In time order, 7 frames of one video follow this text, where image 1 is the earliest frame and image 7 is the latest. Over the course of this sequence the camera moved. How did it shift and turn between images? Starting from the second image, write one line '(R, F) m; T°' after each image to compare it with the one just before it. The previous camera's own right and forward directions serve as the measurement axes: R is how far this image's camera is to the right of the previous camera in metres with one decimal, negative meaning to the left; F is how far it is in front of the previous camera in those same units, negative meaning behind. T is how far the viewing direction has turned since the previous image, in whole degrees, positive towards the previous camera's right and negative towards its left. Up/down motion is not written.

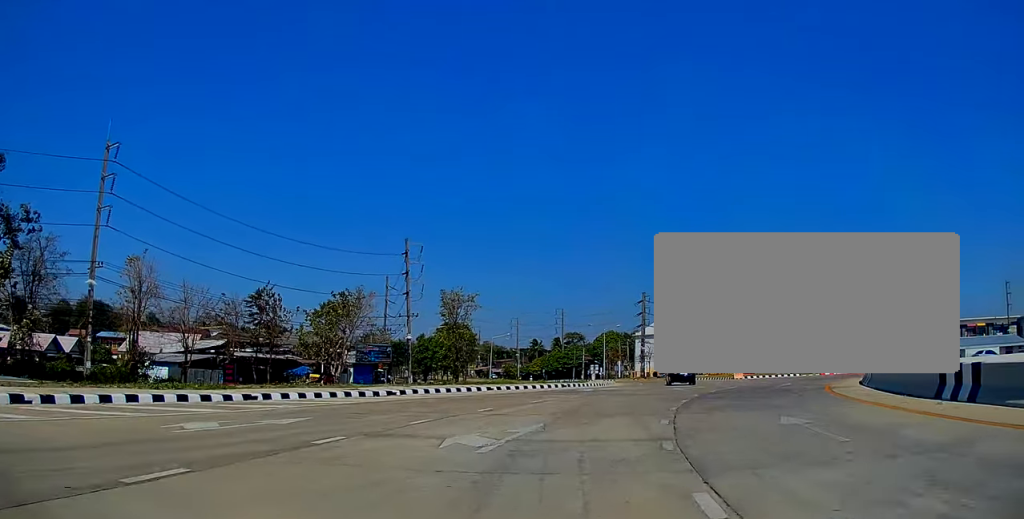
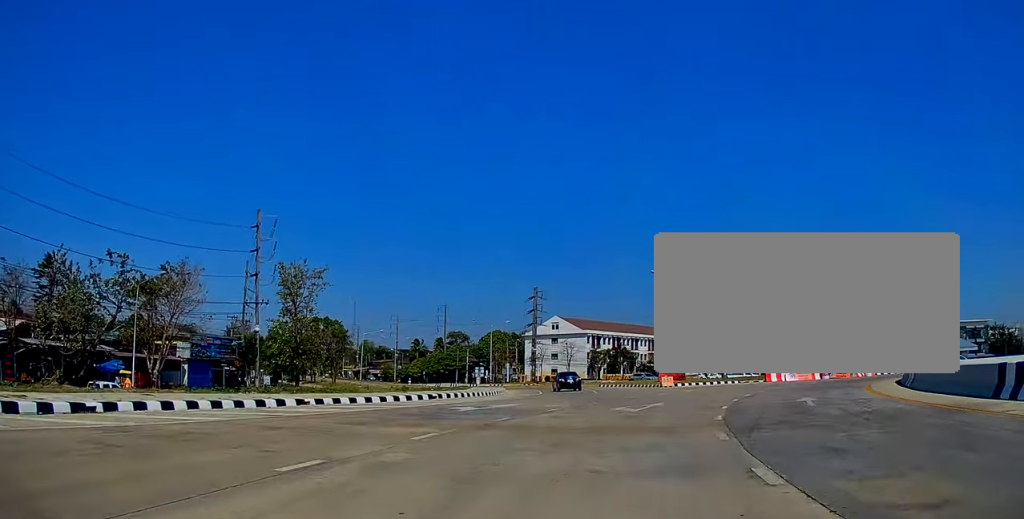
(+1.5, +14.0) m; +12°
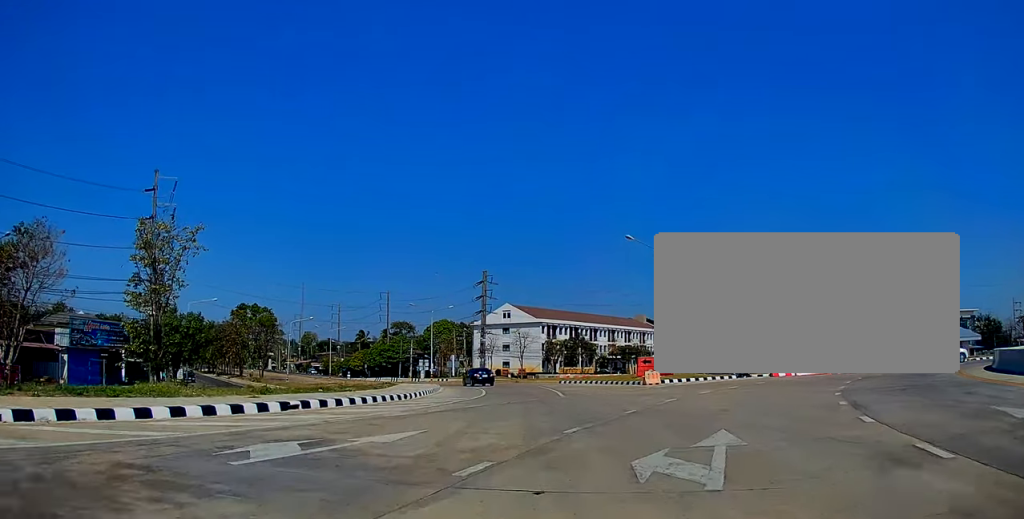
(+0.3, +11.9) m; -2°
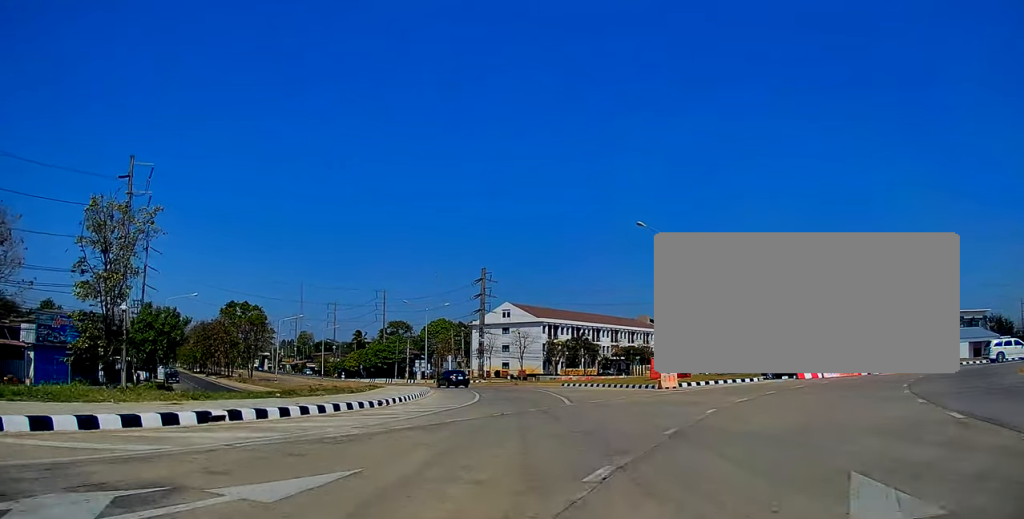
(-0.3, +4.6) m; +1°
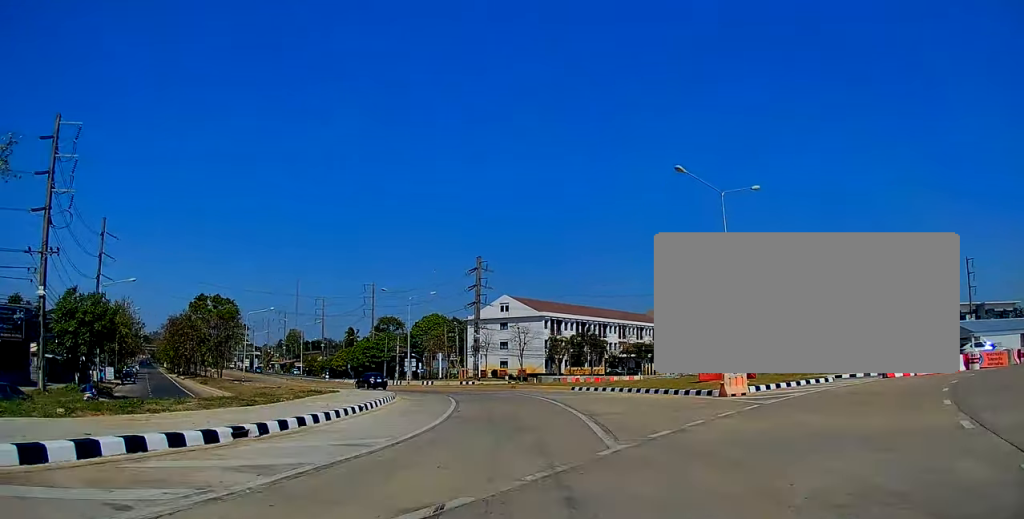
(+0.5, +10.7) m; +5°
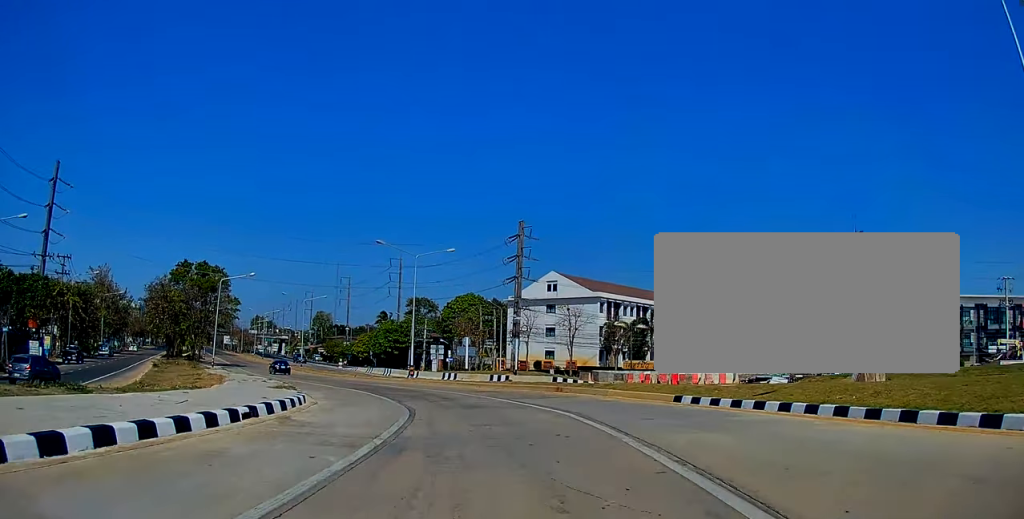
(-1.5, +18.7) m; -10°
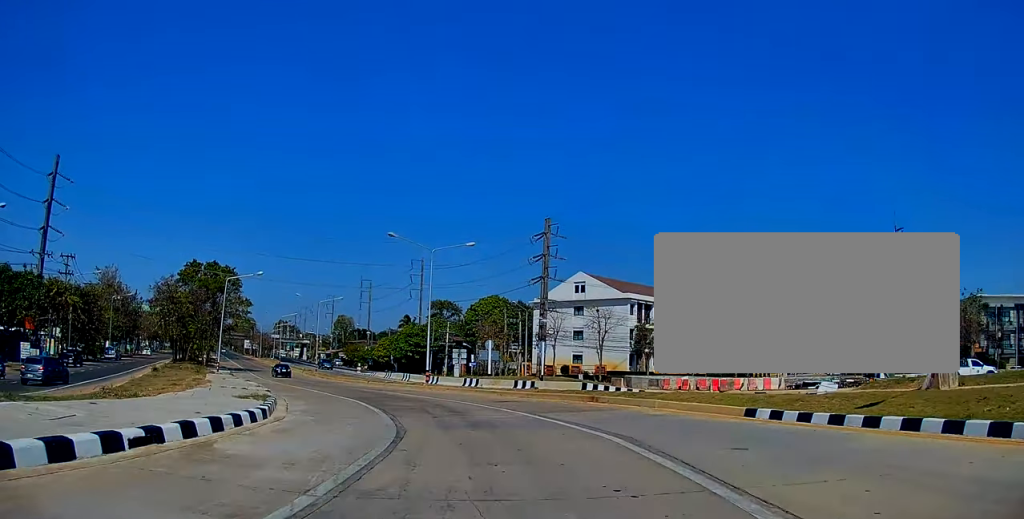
(-0.1, +4.1) m; -3°
